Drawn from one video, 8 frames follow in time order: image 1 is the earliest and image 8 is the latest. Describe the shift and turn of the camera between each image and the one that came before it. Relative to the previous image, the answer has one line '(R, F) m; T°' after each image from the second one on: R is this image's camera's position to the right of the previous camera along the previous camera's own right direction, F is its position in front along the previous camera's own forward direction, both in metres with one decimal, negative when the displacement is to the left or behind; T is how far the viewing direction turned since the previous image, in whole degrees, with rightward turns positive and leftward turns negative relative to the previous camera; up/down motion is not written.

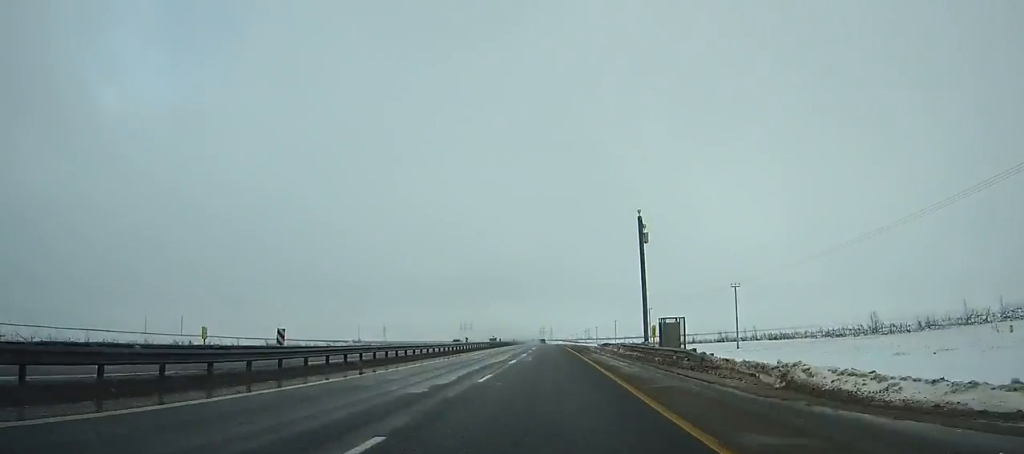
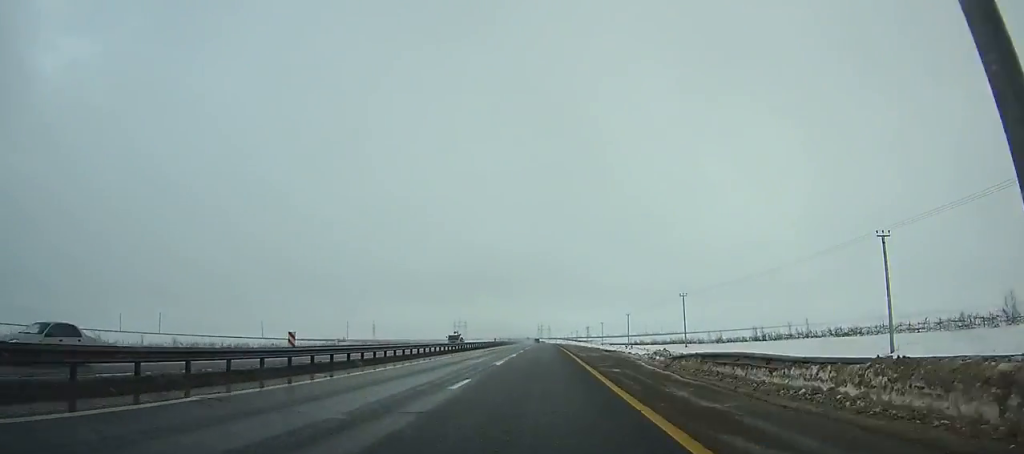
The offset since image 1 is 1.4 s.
(-0.1, +38.3) m; 0°
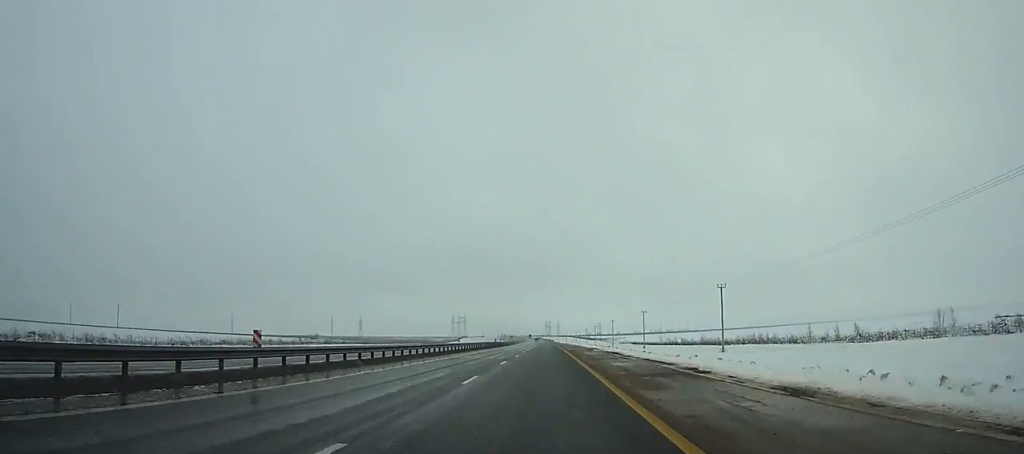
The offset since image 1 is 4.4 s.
(-0.2, +82.7) m; 0°
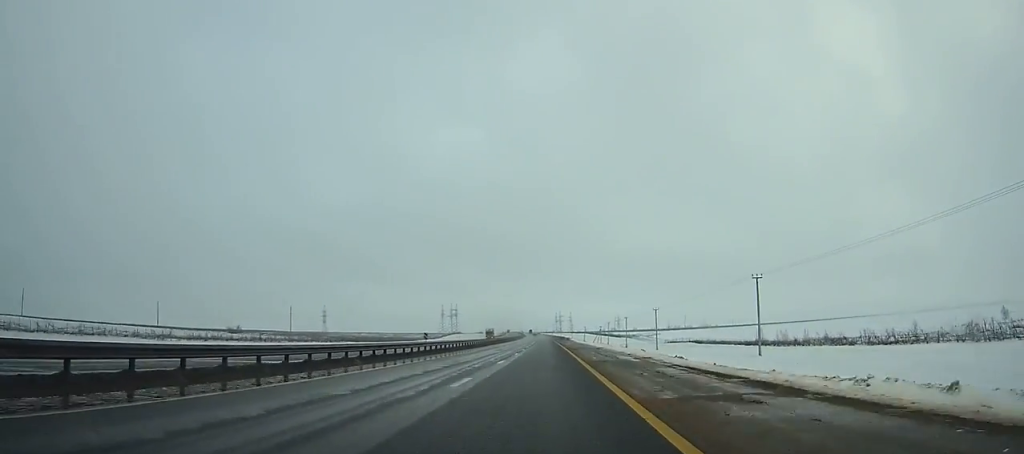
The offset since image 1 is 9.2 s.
(-1.1, +134.6) m; -1°
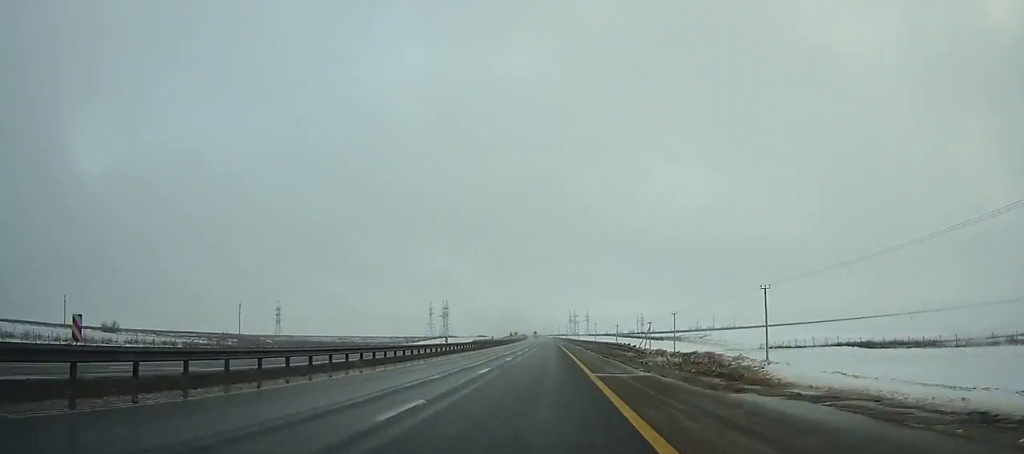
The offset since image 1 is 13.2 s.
(-1.1, +114.9) m; -1°
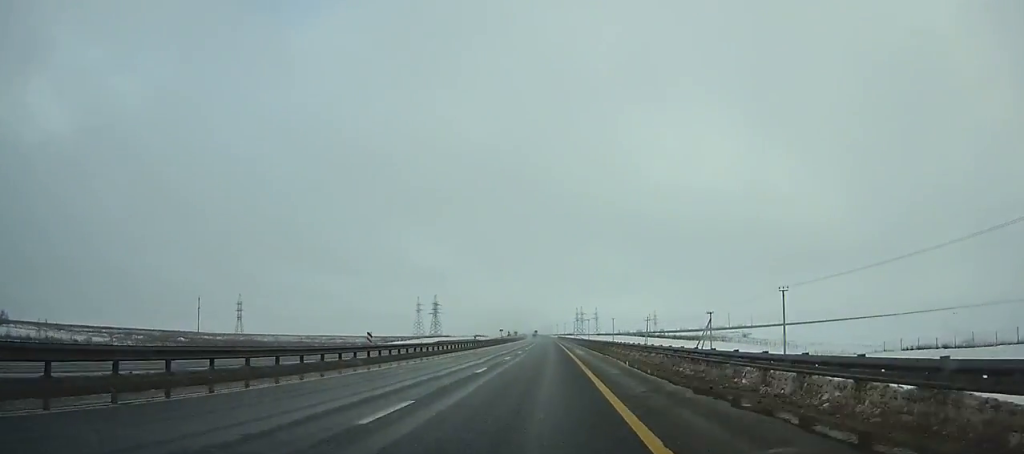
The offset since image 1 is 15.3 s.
(-0.3, +61.1) m; 0°
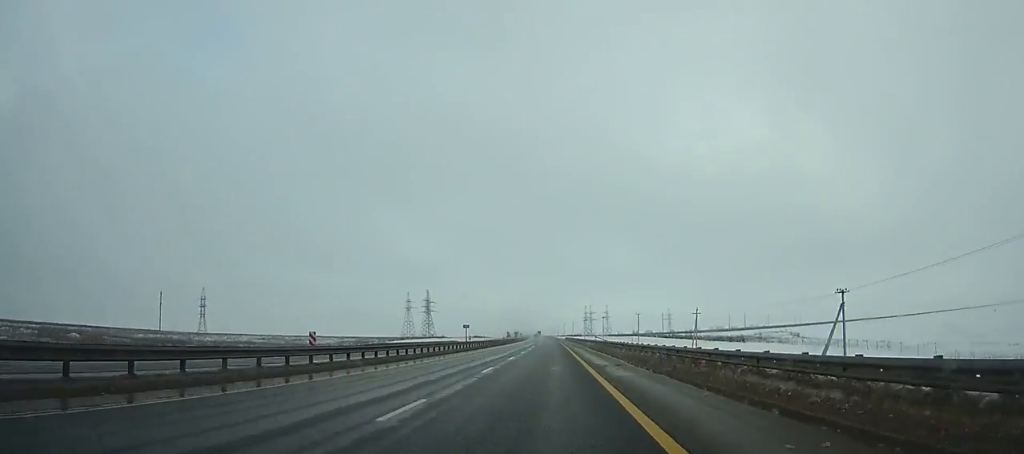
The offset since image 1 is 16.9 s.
(-0.2, +47.2) m; 0°
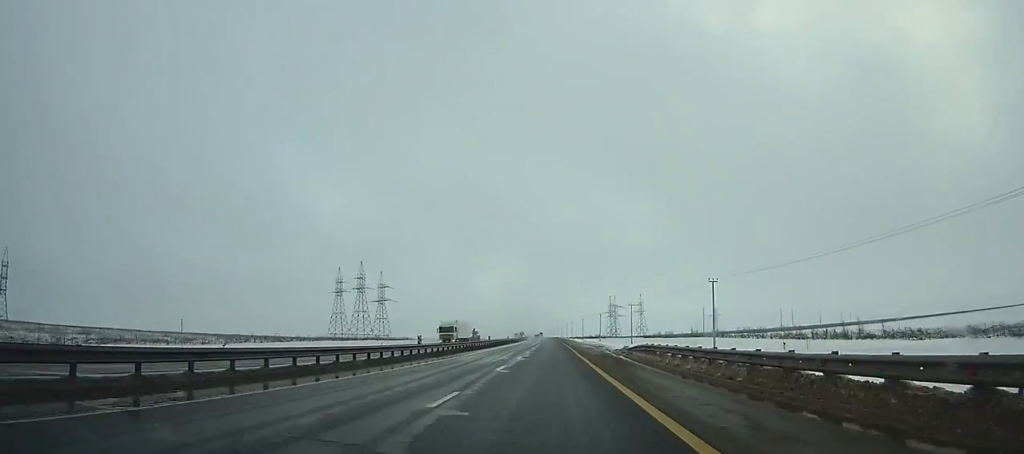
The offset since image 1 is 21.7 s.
(-1.8, +142.4) m; -1°
